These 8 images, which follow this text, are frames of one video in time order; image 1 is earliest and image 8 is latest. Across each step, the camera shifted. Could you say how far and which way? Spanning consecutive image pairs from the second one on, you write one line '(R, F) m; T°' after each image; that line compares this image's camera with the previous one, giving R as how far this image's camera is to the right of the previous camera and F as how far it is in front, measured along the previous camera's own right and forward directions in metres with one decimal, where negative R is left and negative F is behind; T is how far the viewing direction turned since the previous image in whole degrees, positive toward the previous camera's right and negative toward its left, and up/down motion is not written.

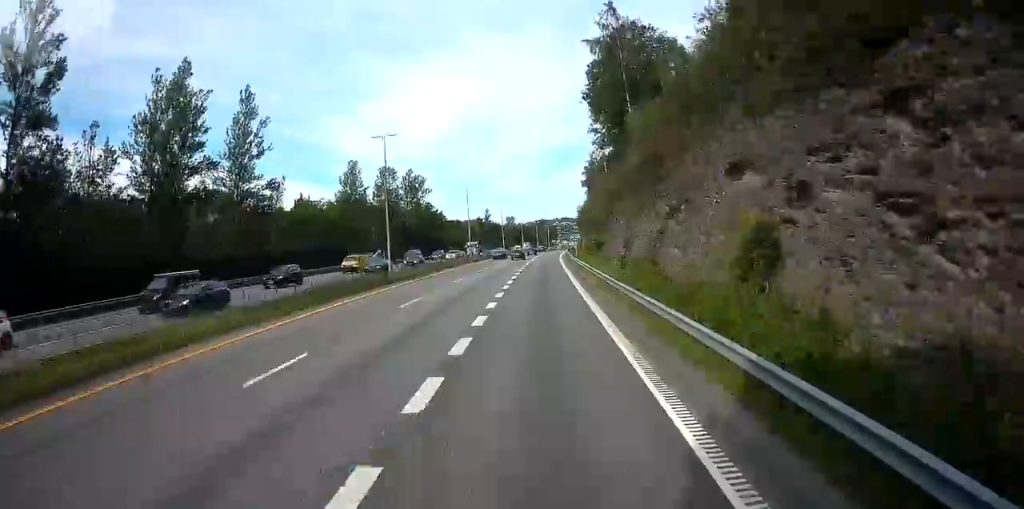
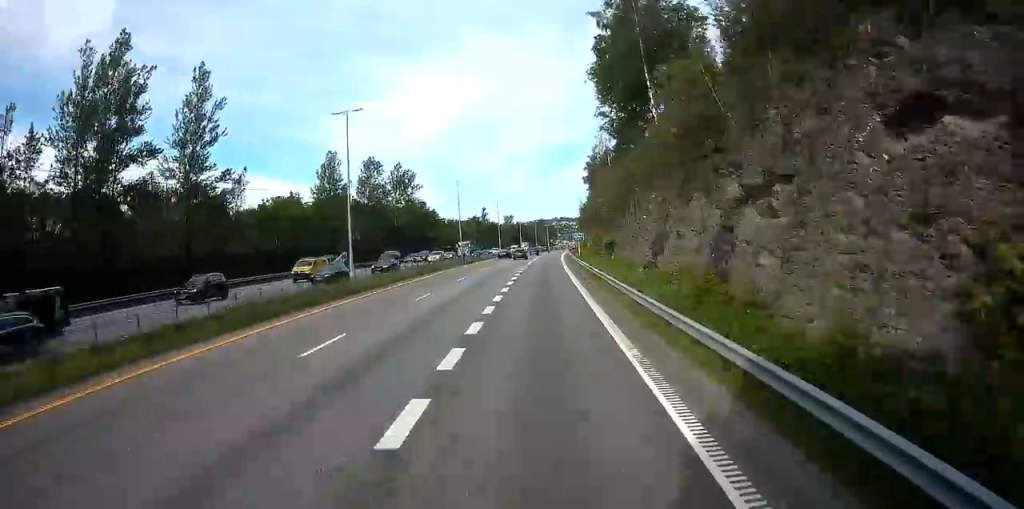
(+0.2, +9.3) m; 0°
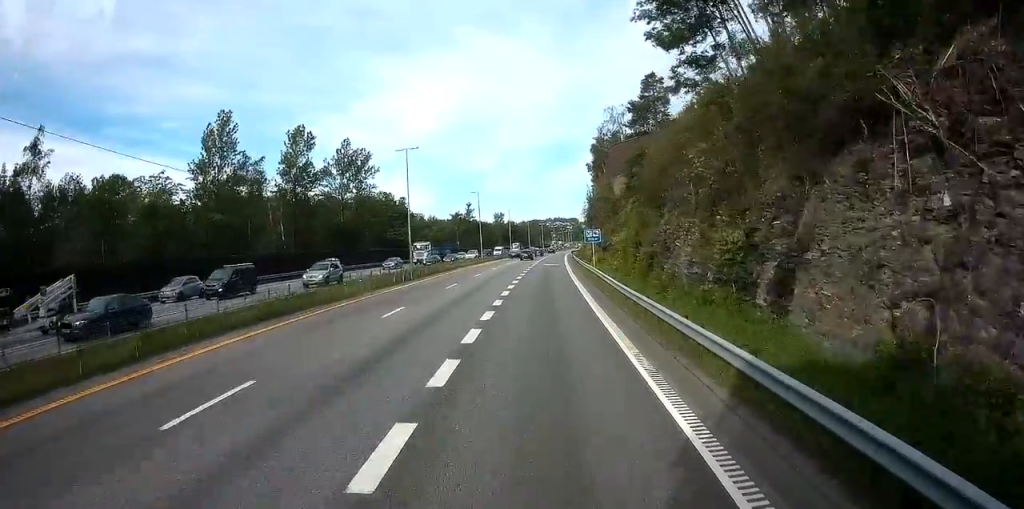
(0.0, +28.9) m; +1°
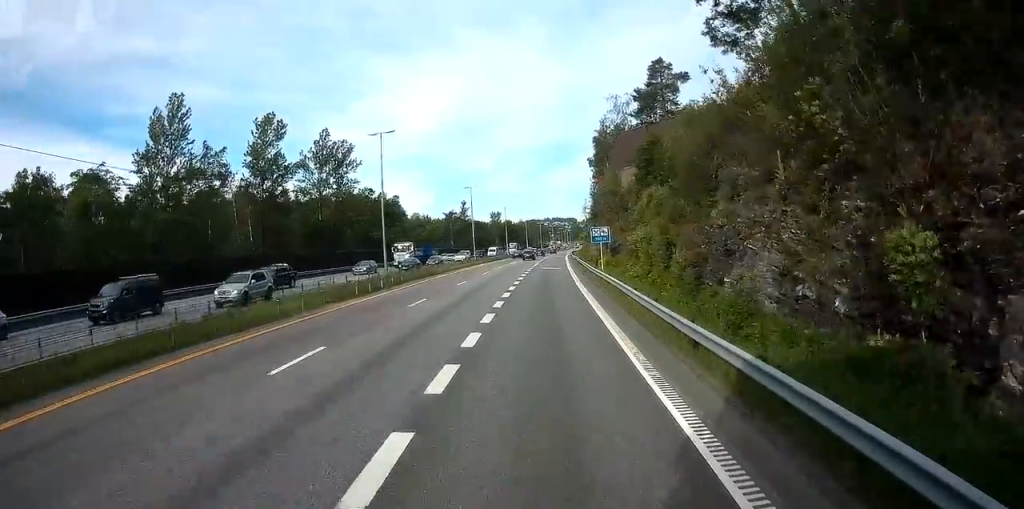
(+0.2, +8.4) m; 0°
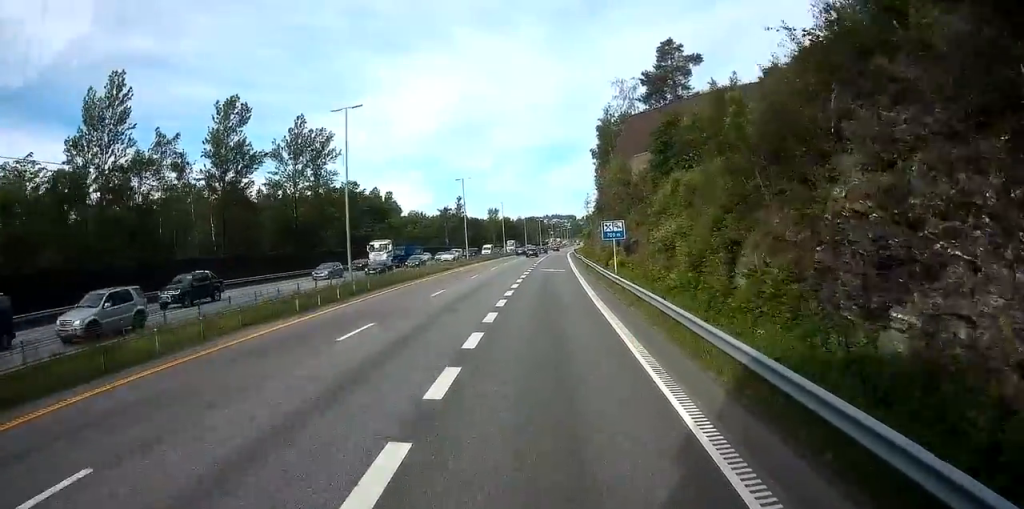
(+0.2, +8.4) m; 0°
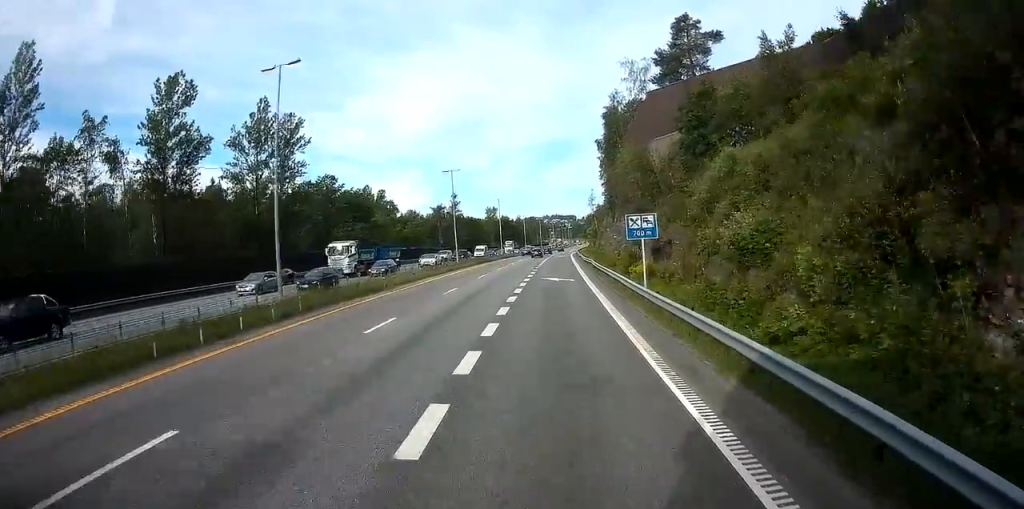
(-0.2, +10.4) m; 0°
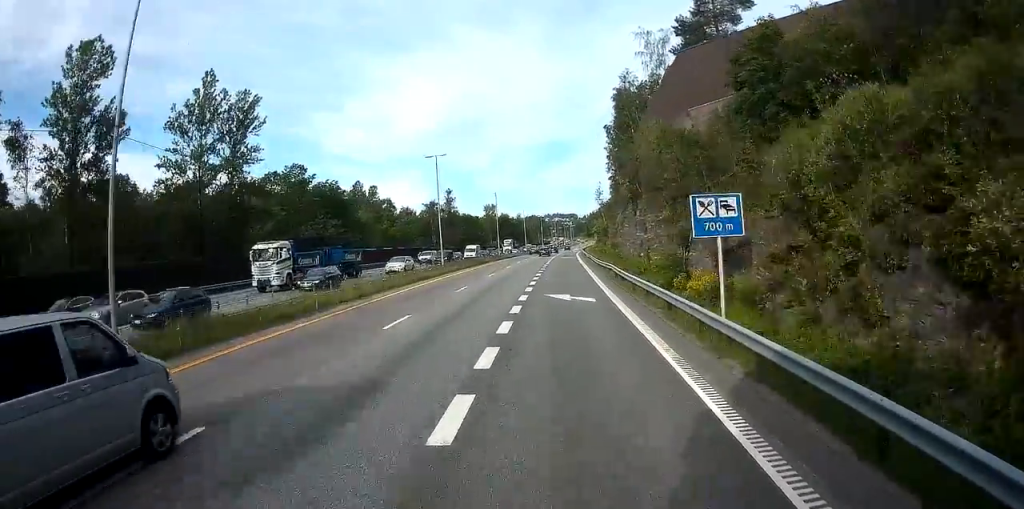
(-0.3, +11.8) m; 0°
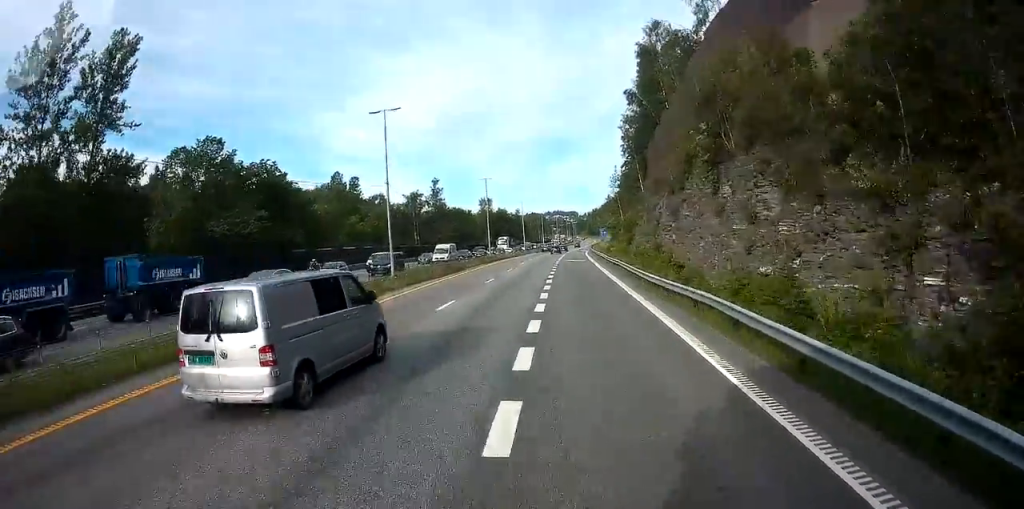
(+0.5, +20.3) m; +1°
